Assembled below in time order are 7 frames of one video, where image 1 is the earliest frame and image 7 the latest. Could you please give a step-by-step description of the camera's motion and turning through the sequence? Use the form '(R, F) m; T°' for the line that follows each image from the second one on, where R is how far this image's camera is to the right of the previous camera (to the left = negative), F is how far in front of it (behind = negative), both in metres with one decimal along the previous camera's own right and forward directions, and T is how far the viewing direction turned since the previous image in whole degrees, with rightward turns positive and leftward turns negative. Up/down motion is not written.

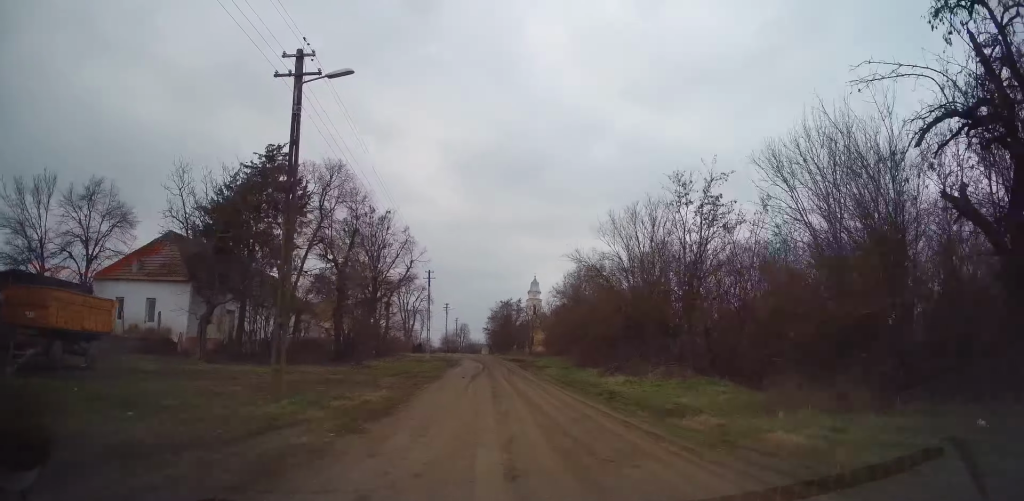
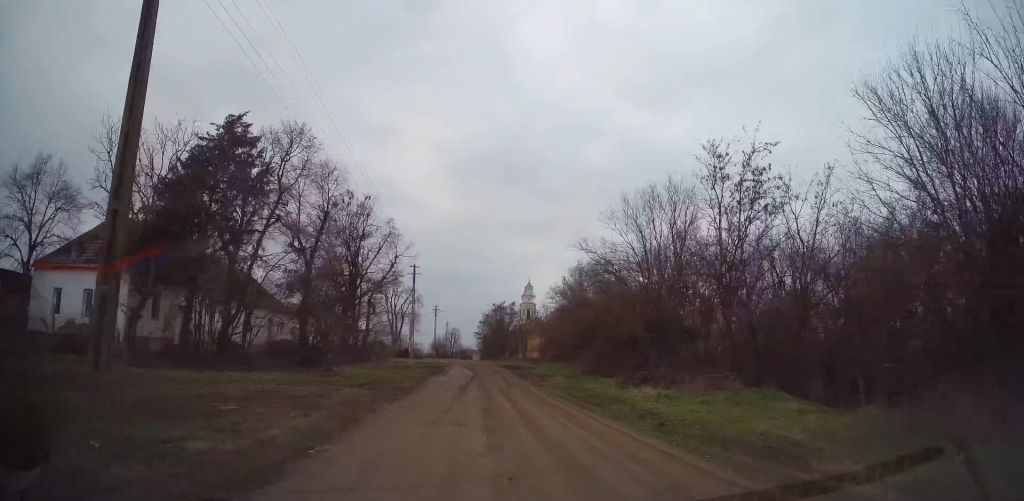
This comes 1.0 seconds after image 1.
(0.0, +5.6) m; 0°
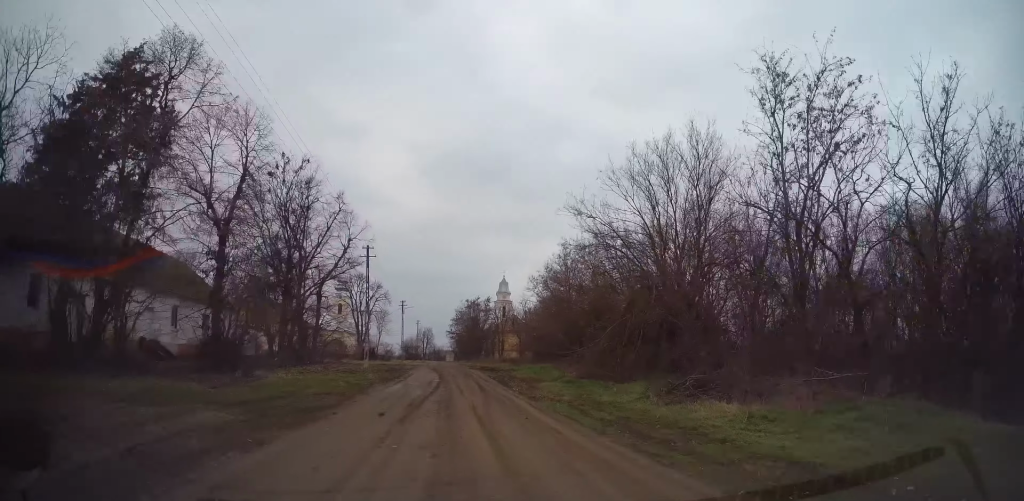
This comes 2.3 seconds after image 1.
(0.0, +8.0) m; 0°
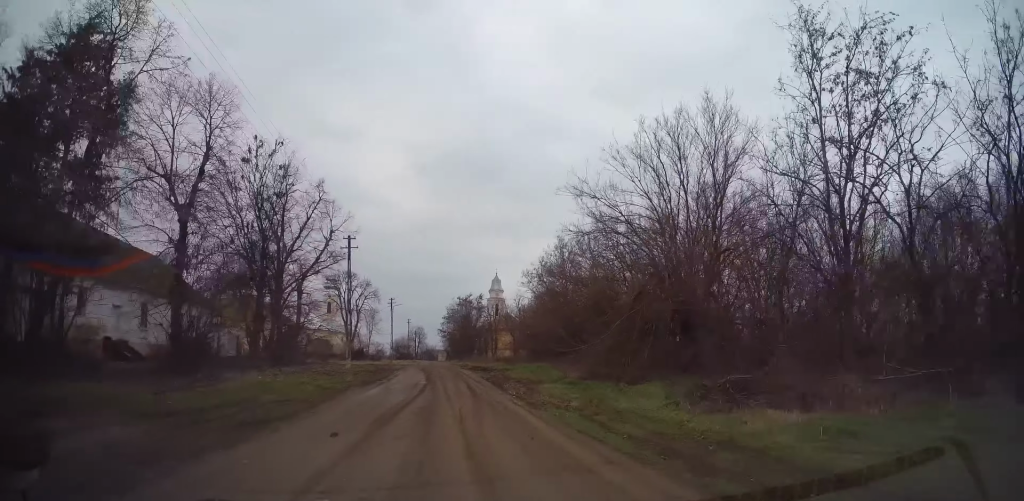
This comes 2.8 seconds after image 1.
(0.0, +2.9) m; 0°
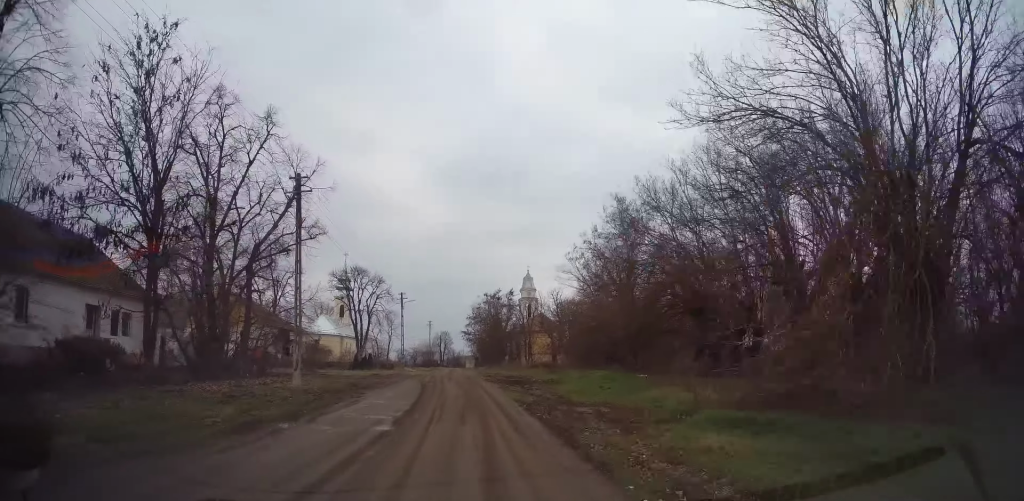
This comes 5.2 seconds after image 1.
(0.0, +13.2) m; 0°
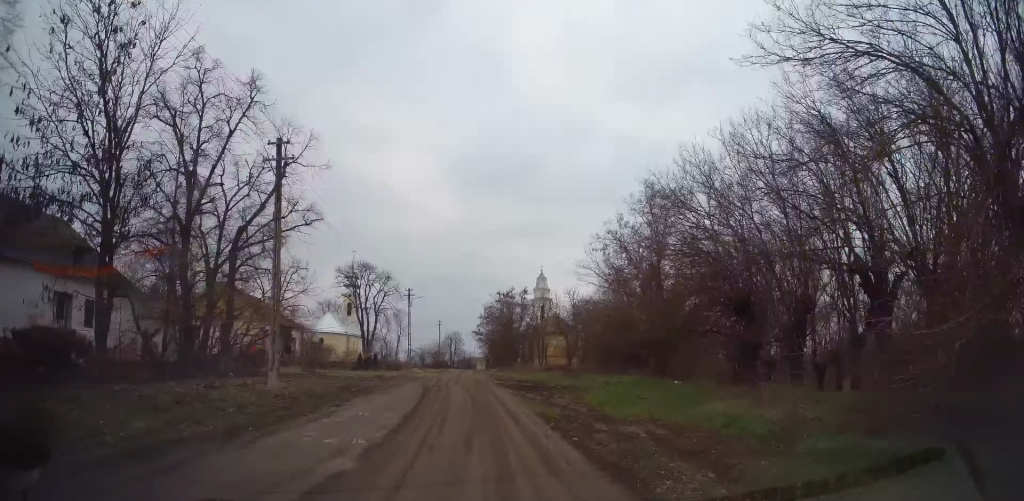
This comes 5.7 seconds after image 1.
(0.0, +3.3) m; 0°
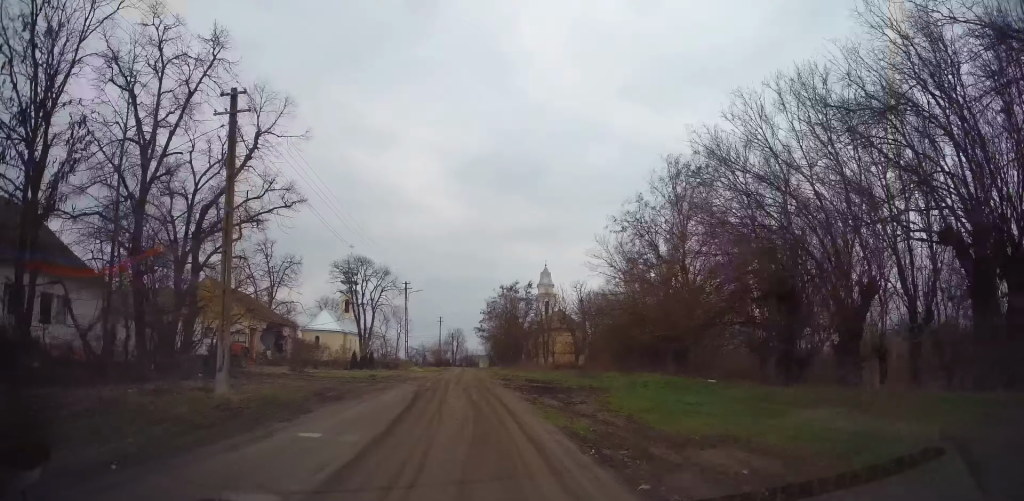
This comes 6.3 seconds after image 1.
(0.0, +3.5) m; 0°
